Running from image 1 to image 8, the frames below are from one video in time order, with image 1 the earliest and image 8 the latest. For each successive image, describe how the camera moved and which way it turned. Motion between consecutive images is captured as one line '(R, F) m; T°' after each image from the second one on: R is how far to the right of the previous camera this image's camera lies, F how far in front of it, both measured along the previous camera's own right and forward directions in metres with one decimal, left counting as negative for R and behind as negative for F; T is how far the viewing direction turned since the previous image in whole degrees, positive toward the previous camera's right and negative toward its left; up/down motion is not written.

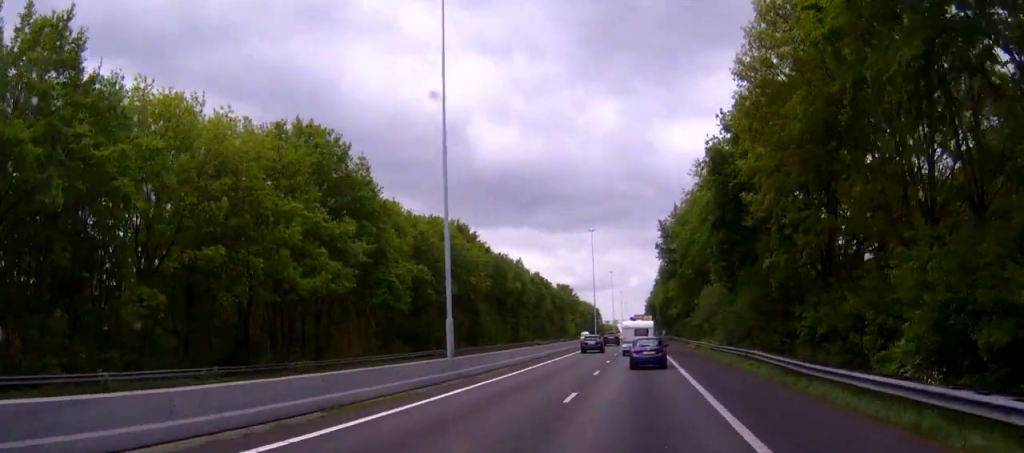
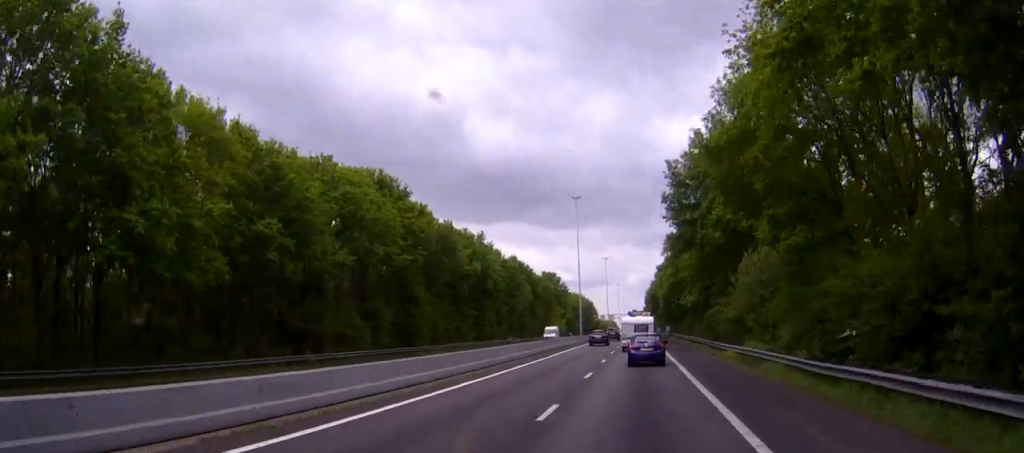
(+0.1, +28.3) m; +1°
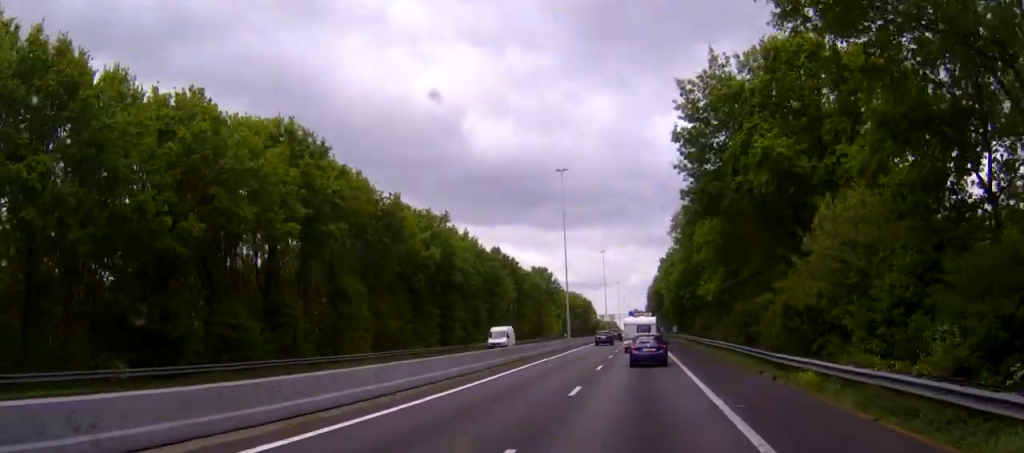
(+0.1, +18.1) m; 0°
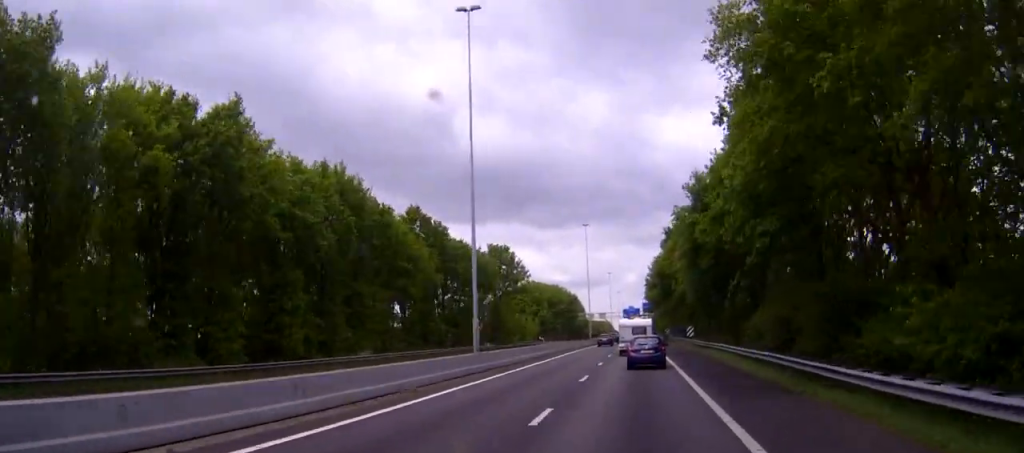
(-0.2, +41.5) m; +1°
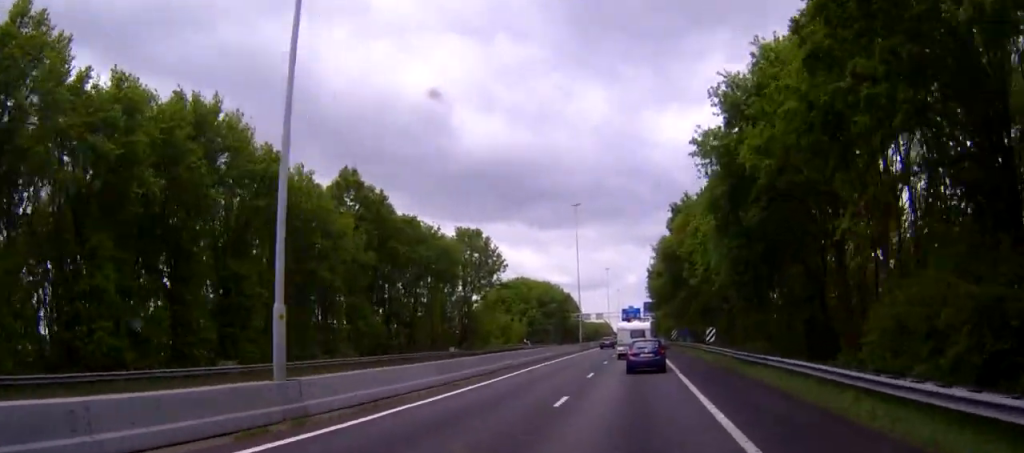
(+0.3, +19.4) m; +2°
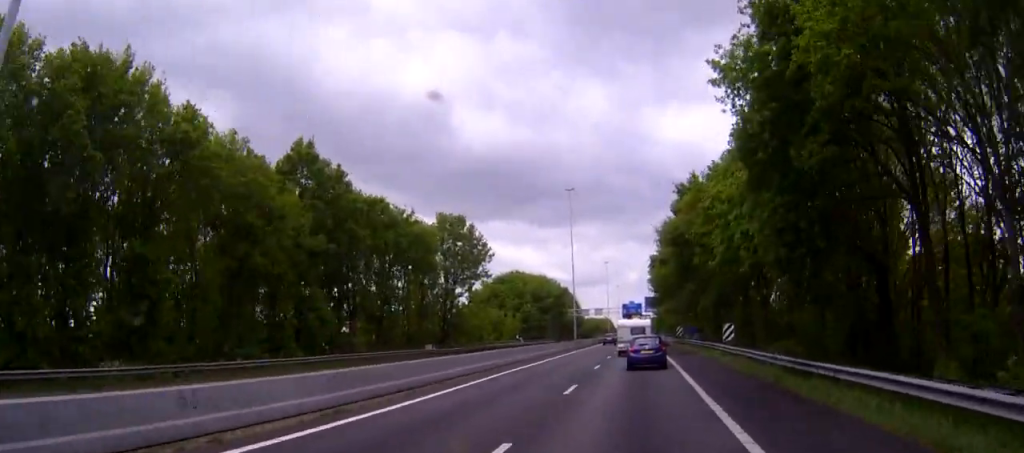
(+0.2, +9.2) m; 0°
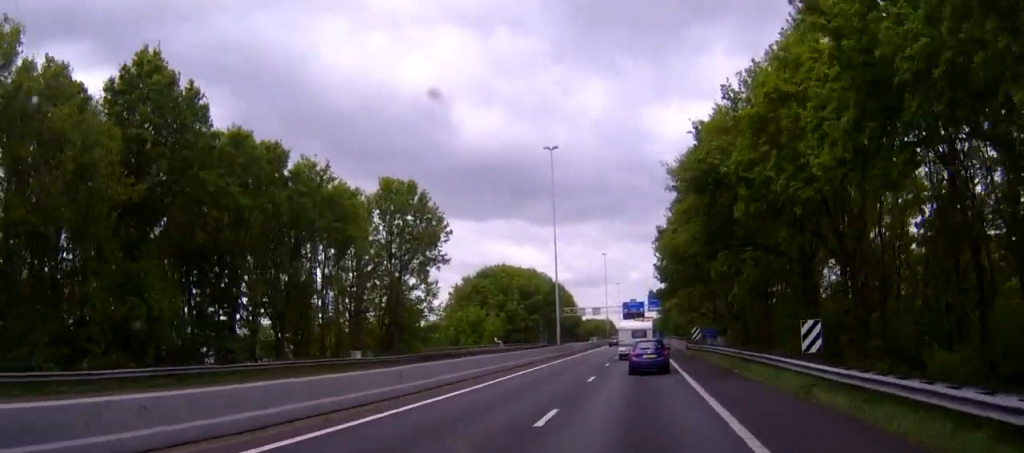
(+0.3, +19.0) m; 0°
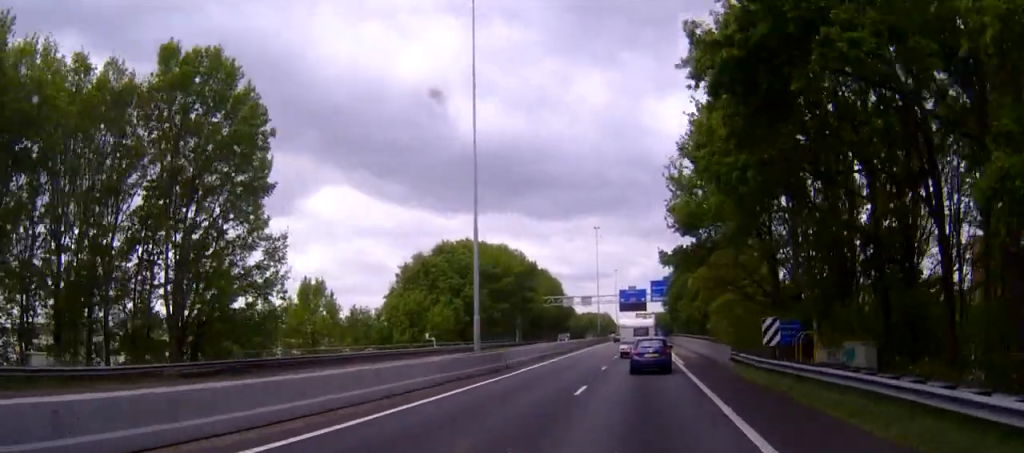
(-0.3, +31.8) m; -1°
